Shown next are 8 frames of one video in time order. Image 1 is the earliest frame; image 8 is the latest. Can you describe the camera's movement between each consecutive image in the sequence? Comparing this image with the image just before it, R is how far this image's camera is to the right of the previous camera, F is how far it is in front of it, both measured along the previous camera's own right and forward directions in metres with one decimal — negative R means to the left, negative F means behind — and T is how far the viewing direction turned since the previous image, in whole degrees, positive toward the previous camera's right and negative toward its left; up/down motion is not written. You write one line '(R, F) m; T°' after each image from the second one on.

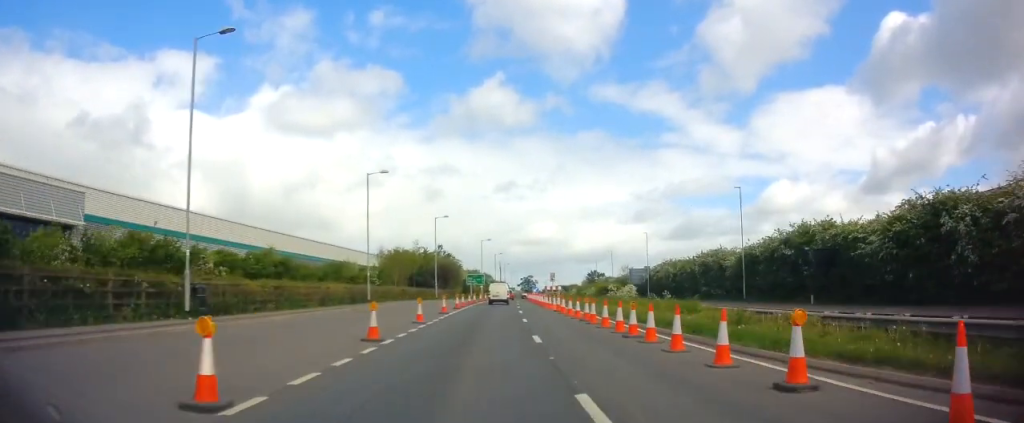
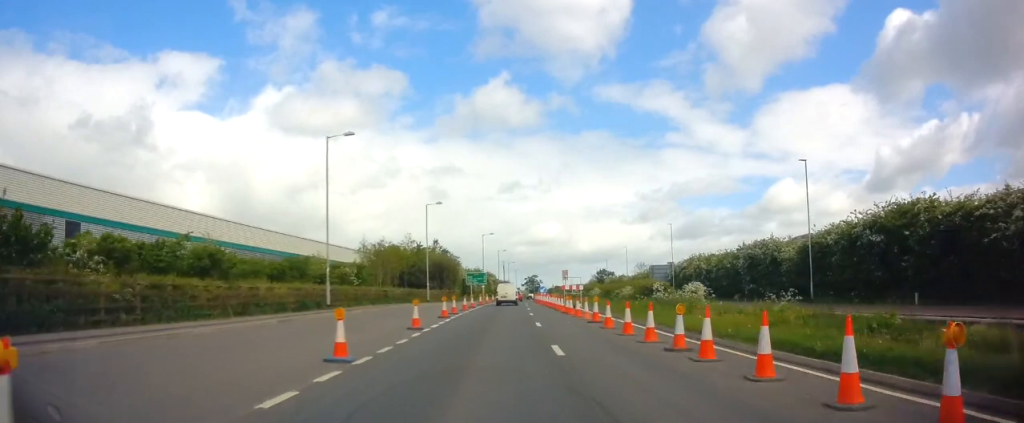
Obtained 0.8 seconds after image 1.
(+0.1, +11.6) m; 0°
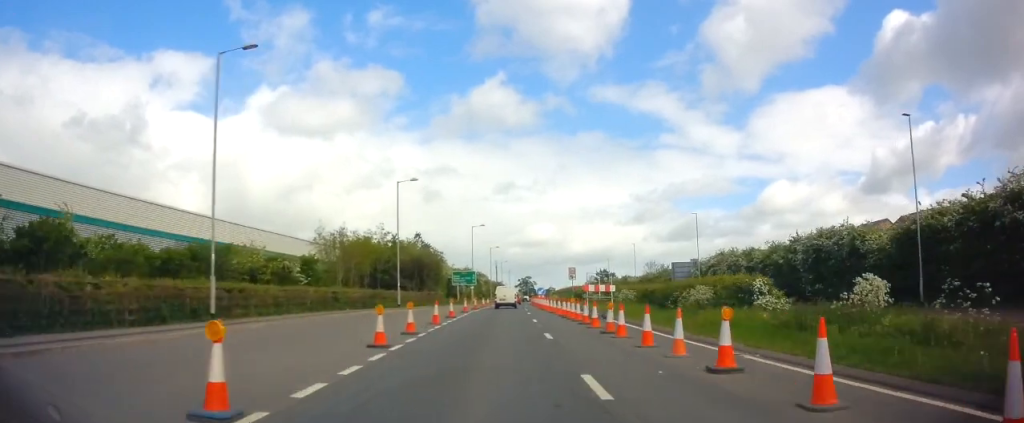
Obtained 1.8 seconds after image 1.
(-0.1, +13.2) m; 0°
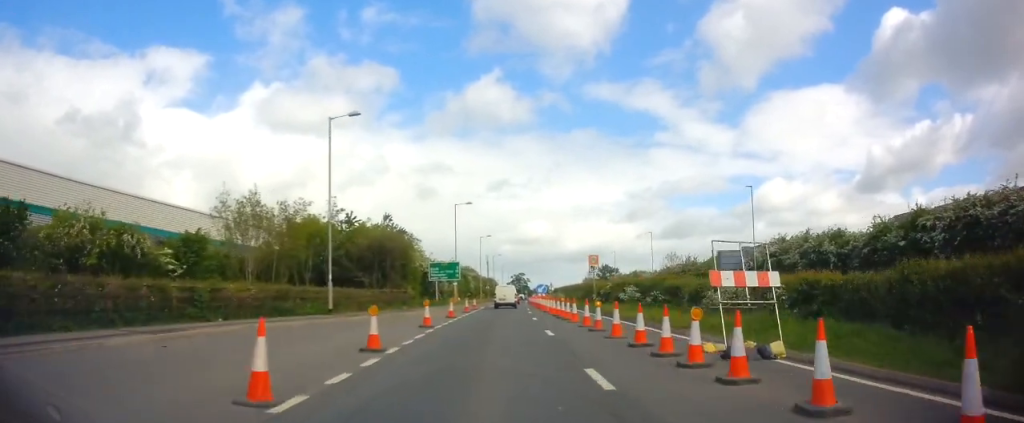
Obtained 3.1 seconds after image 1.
(+0.1, +17.0) m; 0°
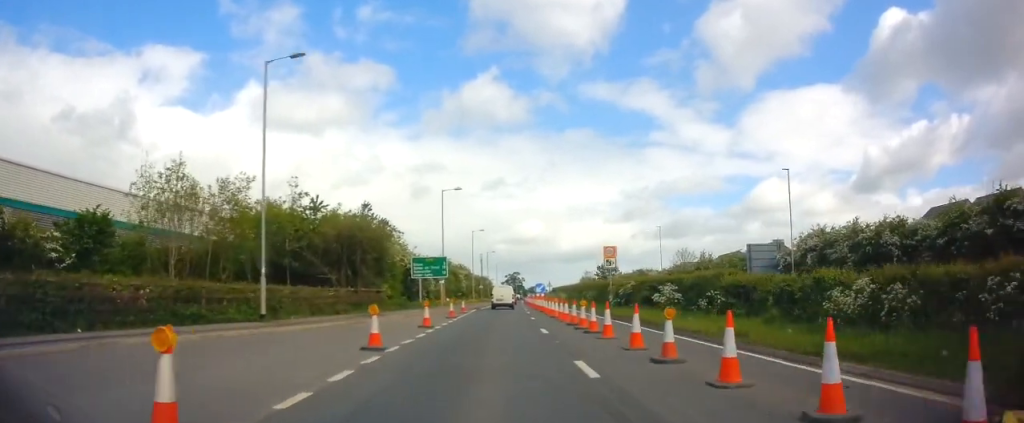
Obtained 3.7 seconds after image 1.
(-0.1, +7.9) m; 0°
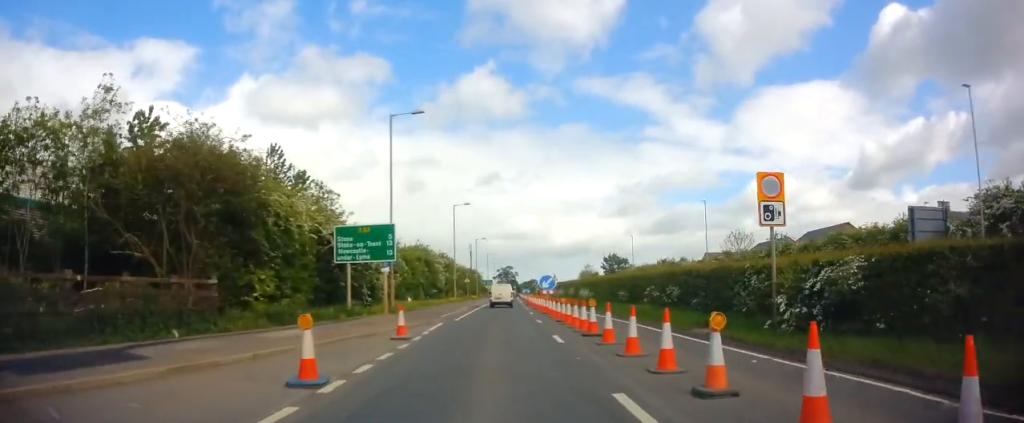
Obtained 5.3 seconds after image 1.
(+0.5, +20.8) m; +1°
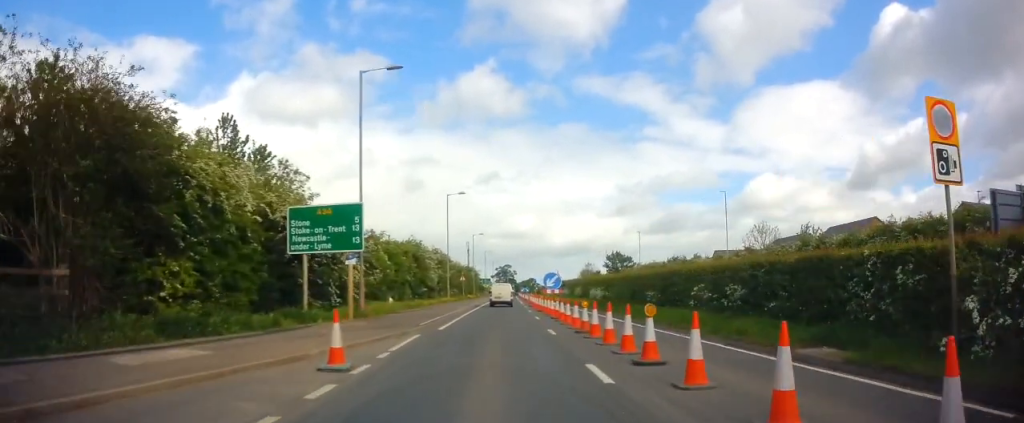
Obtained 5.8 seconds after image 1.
(0.0, +6.1) m; 0°
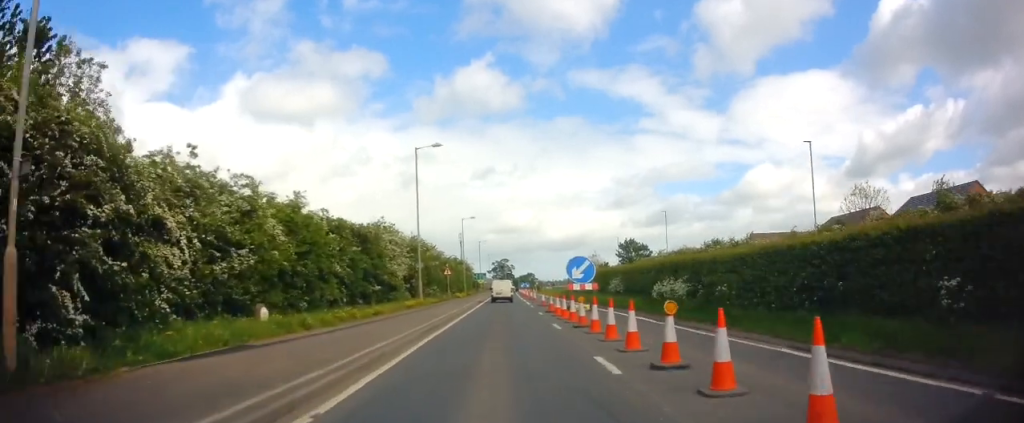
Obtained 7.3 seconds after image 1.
(0.0, +17.5) m; +2°
